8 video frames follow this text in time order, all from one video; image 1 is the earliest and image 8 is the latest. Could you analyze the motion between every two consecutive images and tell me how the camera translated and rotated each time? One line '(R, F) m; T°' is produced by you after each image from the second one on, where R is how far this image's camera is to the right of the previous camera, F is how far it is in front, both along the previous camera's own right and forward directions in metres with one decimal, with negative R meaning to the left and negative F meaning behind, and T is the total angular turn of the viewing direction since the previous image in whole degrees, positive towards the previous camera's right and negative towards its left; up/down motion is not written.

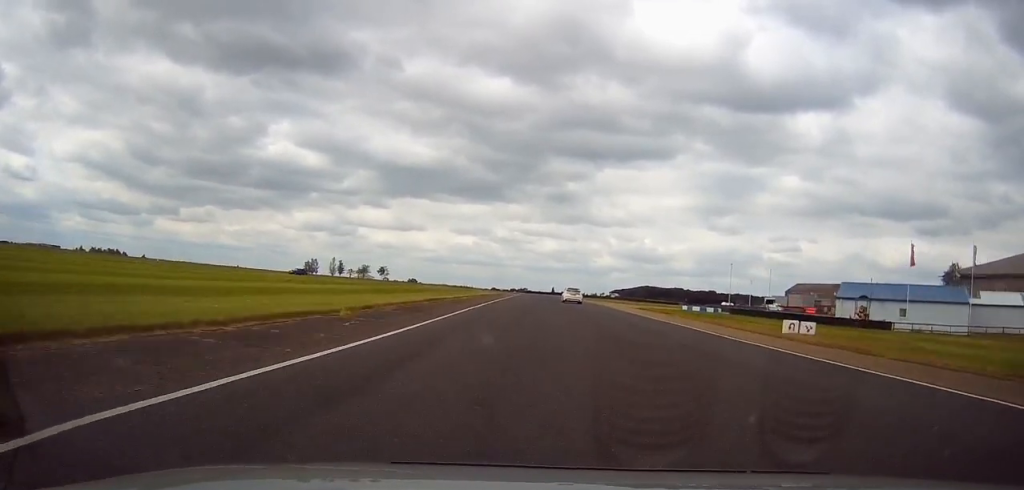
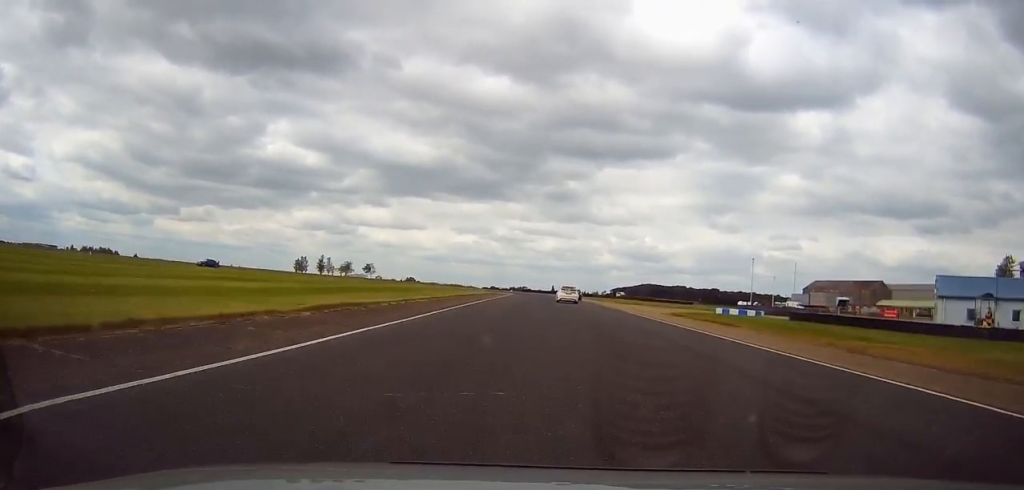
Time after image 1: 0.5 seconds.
(+0.3, +17.9) m; 0°
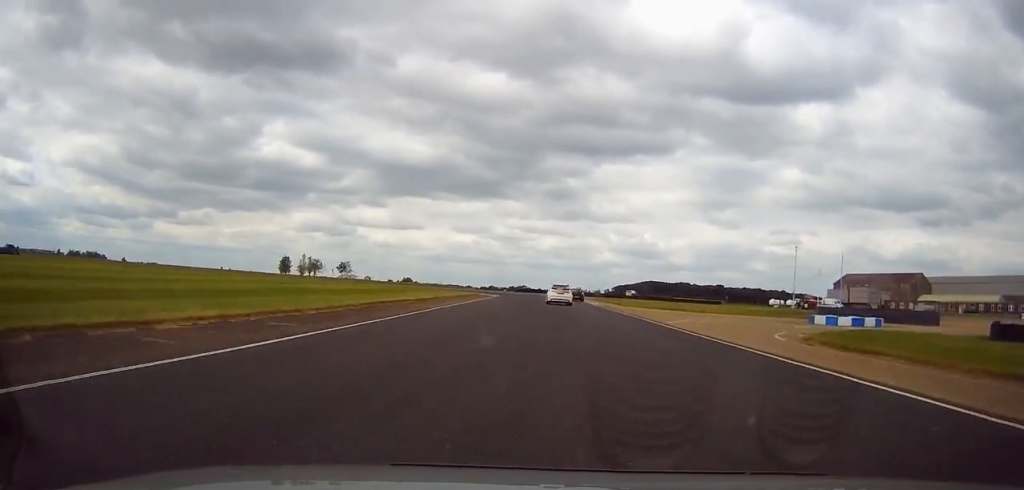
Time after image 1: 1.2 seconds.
(+0.2, +26.6) m; 0°
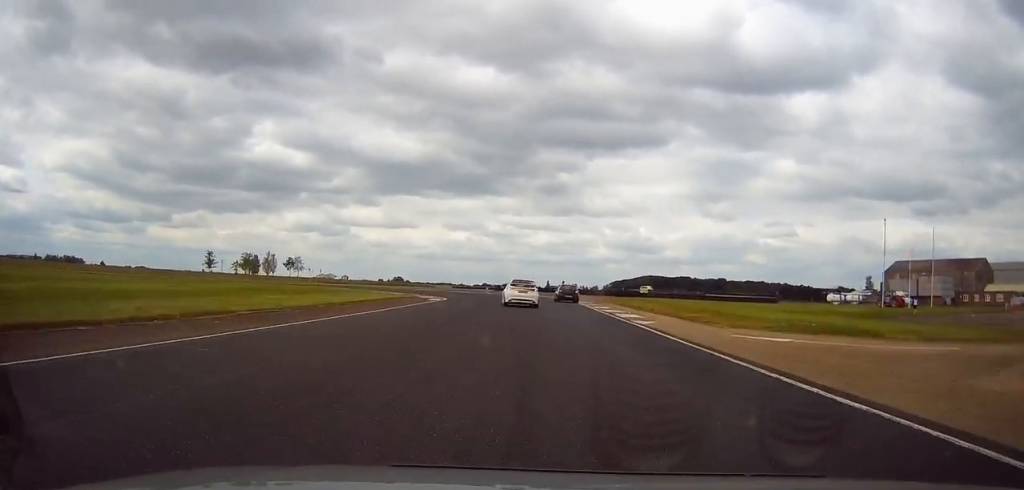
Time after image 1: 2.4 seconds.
(-0.3, +35.2) m; -2°
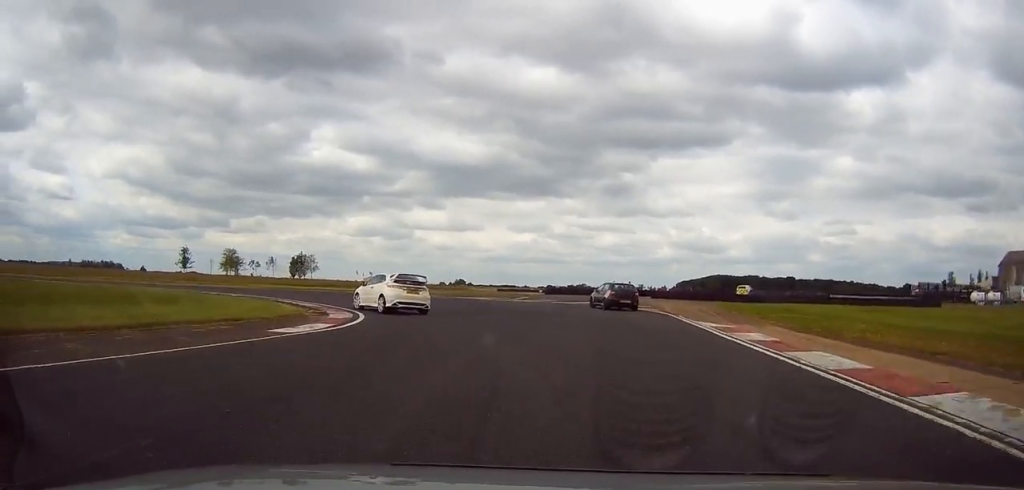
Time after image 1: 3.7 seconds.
(-1.0, +30.4) m; -8°
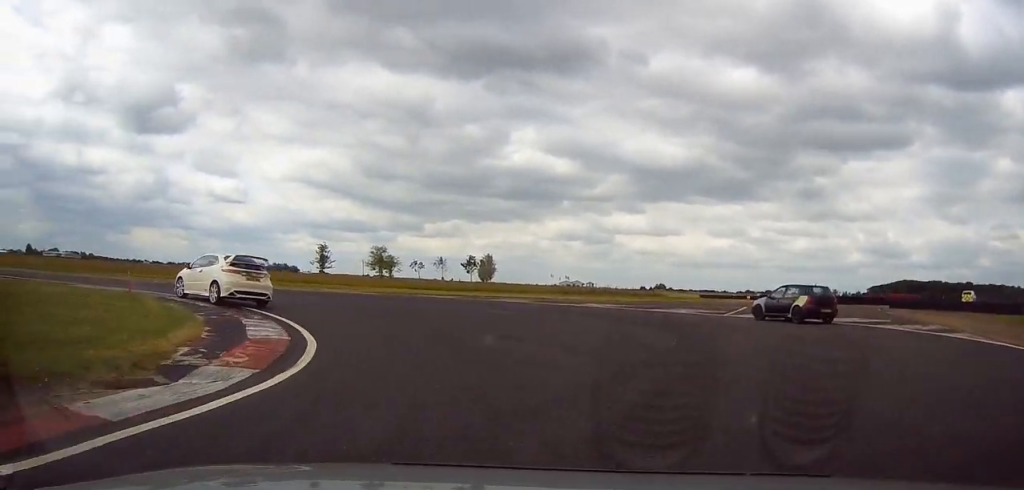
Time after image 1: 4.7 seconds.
(-1.7, +16.9) m; -21°
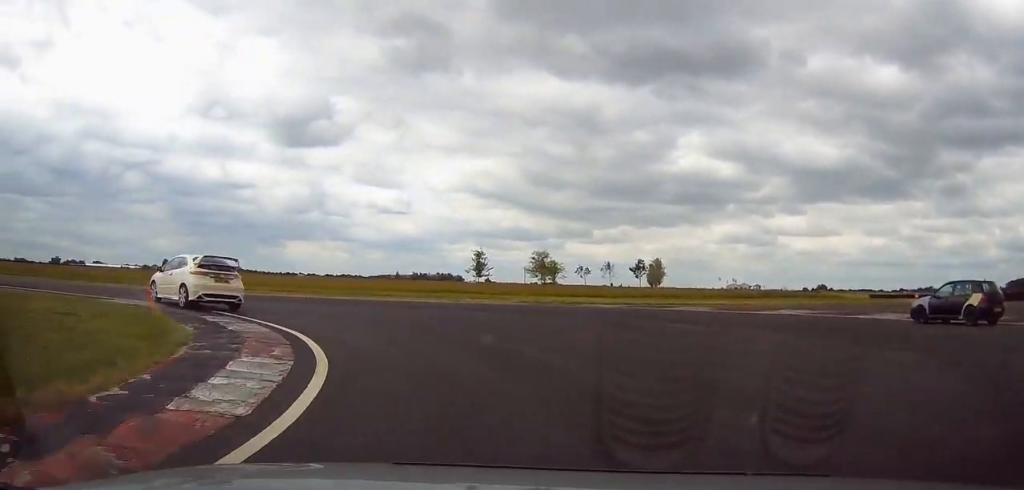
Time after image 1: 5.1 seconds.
(-0.4, +6.2) m; -13°
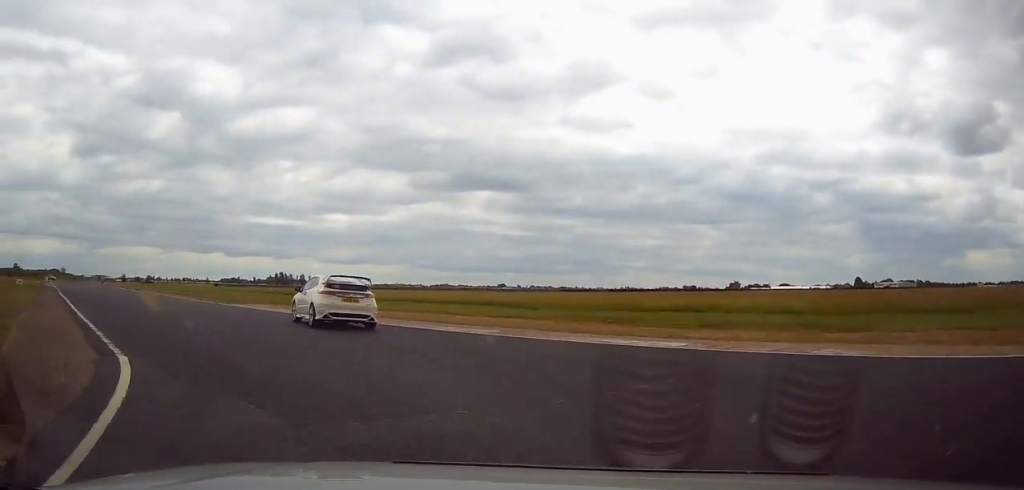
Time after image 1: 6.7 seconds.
(-10.2, +17.7) m; -59°
